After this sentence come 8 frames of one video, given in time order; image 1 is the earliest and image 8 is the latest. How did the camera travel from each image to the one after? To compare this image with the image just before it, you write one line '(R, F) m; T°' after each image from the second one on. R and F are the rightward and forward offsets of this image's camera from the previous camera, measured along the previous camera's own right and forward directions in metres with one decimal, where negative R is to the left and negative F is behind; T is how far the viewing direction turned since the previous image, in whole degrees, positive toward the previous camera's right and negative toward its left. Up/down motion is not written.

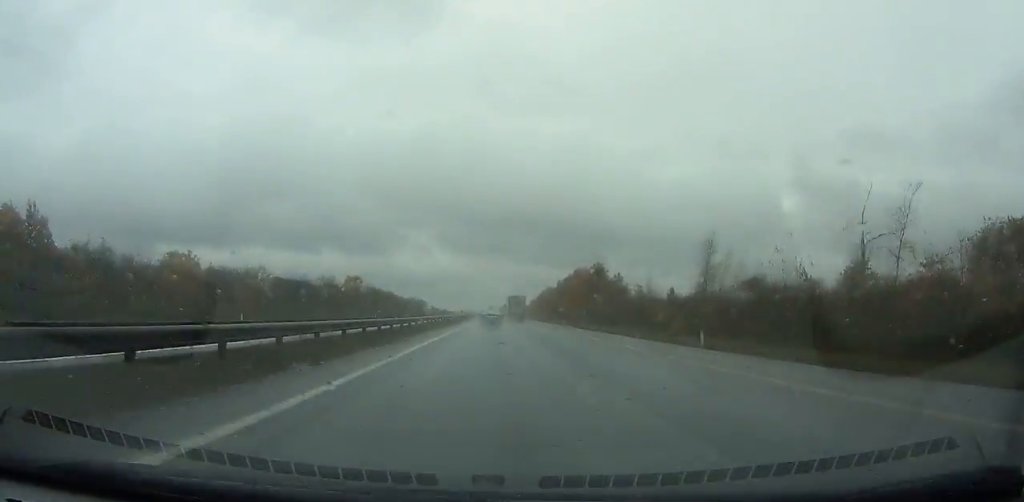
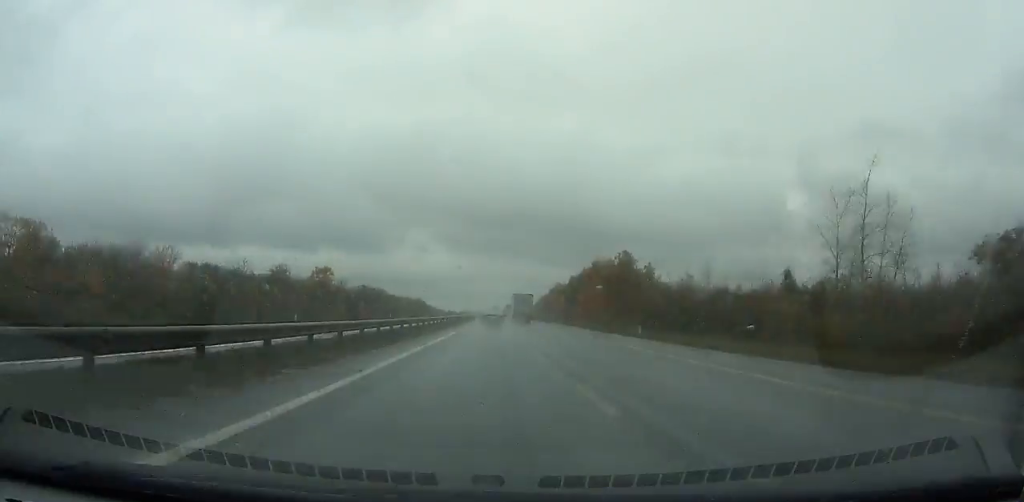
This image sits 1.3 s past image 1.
(-0.1, +36.8) m; 0°
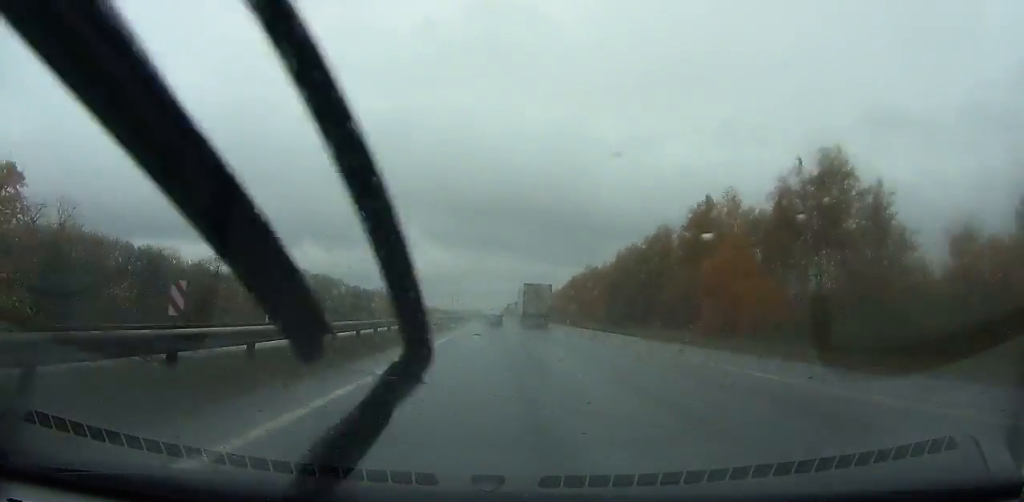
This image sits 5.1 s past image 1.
(-0.6, +107.5) m; 0°
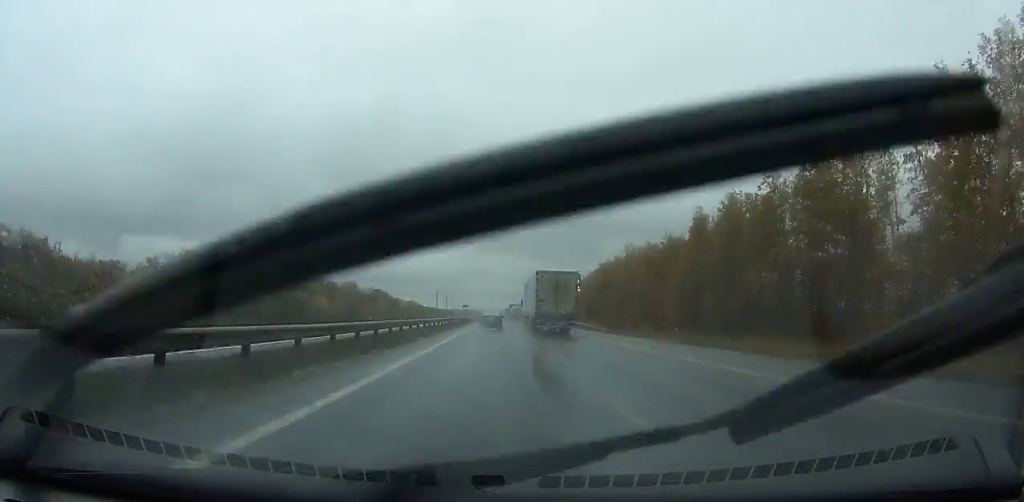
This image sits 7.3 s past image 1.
(+0.1, +62.6) m; 0°
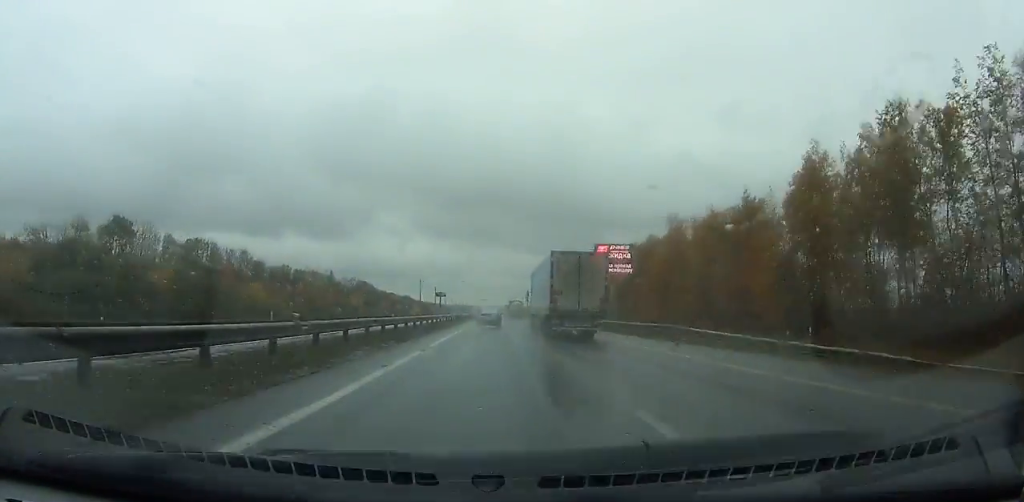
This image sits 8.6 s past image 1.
(+0.1, +37.1) m; 0°
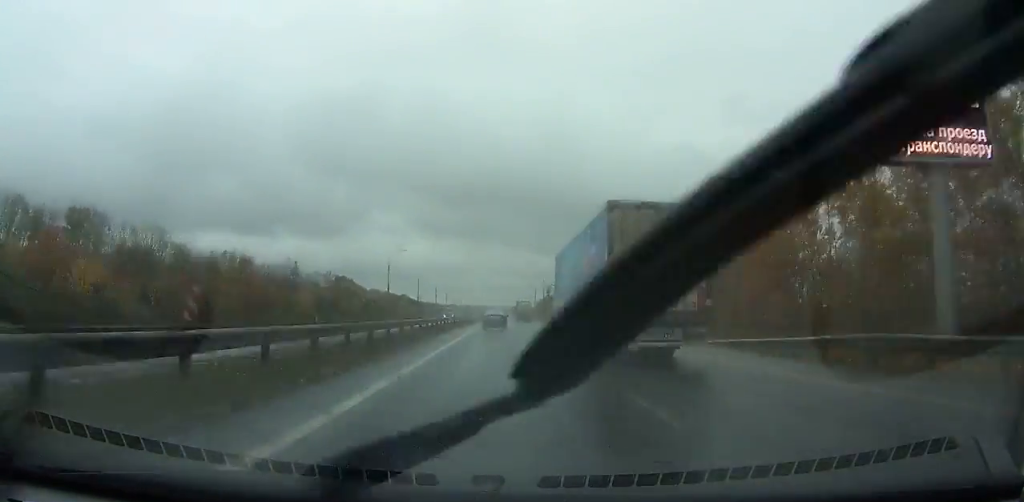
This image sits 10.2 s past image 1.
(0.0, +45.8) m; 0°
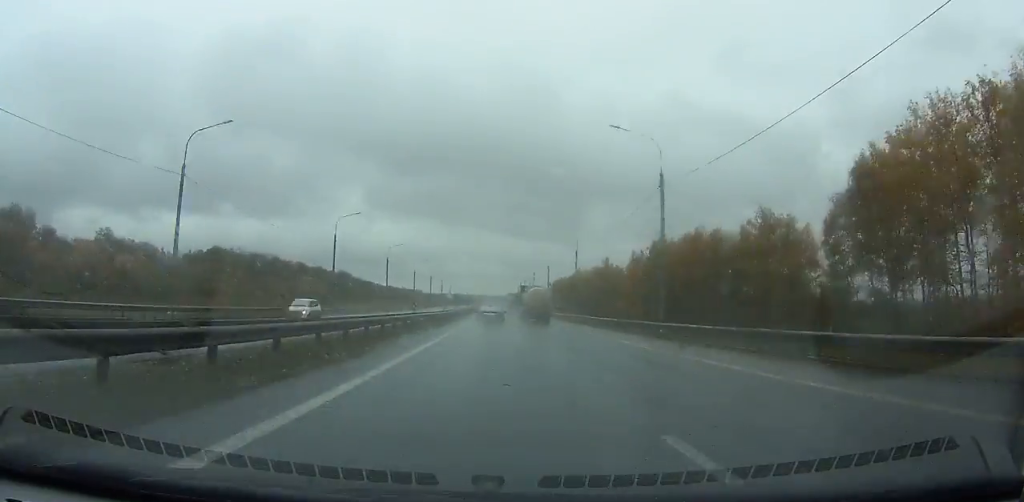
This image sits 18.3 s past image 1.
(+1.4, +231.4) m; 0°
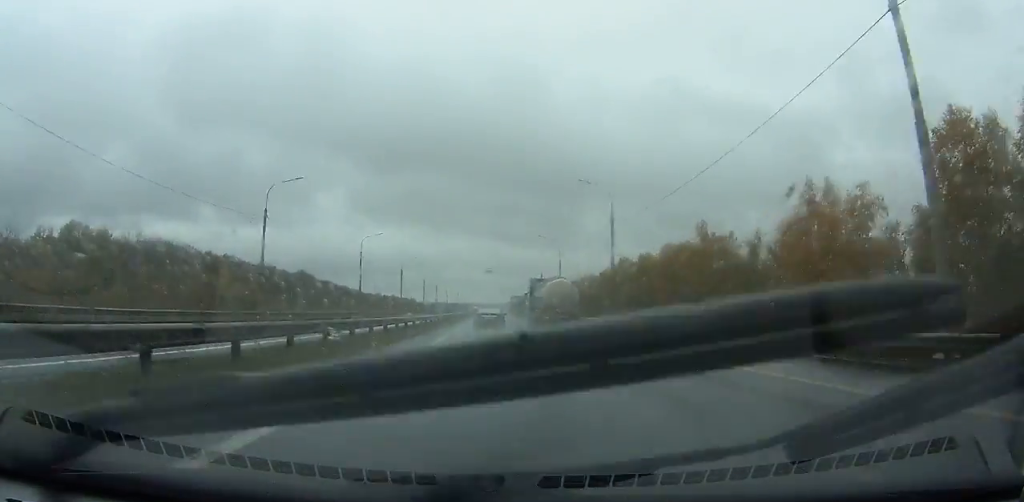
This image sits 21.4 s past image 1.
(-0.1, +88.2) m; 0°
